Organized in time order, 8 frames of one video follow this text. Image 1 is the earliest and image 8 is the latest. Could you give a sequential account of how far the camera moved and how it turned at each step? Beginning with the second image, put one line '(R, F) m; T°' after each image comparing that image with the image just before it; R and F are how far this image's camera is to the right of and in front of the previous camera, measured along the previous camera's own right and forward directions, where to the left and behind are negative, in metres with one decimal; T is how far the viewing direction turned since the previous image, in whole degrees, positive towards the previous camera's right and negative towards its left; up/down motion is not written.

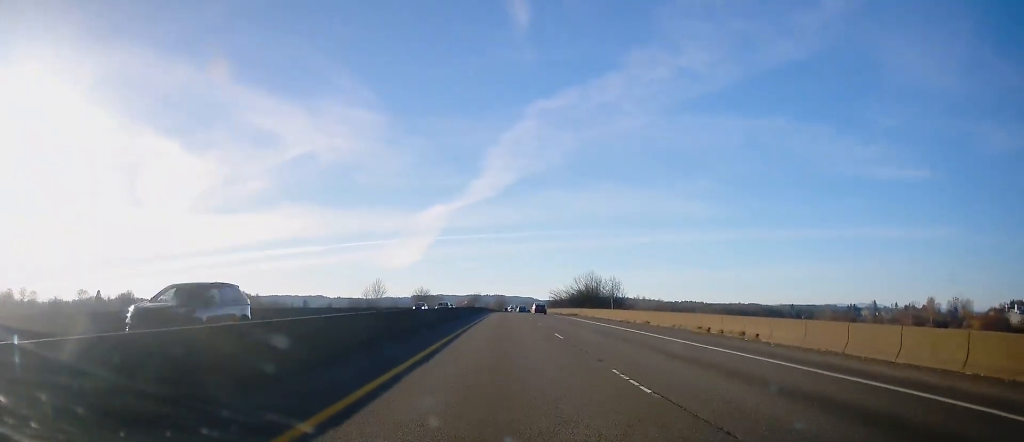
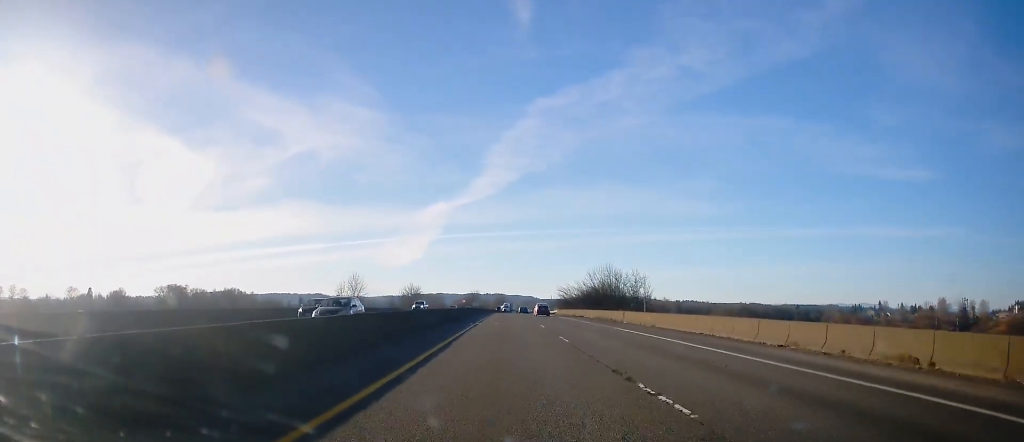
(+0.1, +25.6) m; 0°
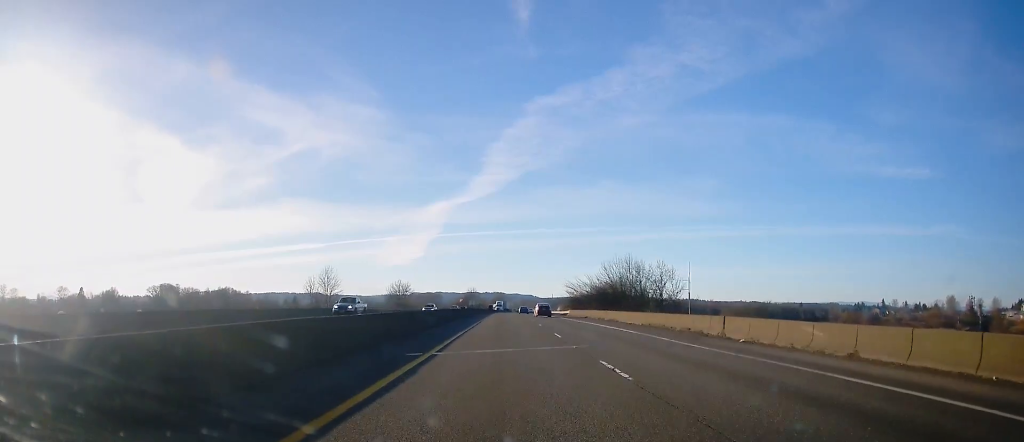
(+0.1, +21.1) m; 0°
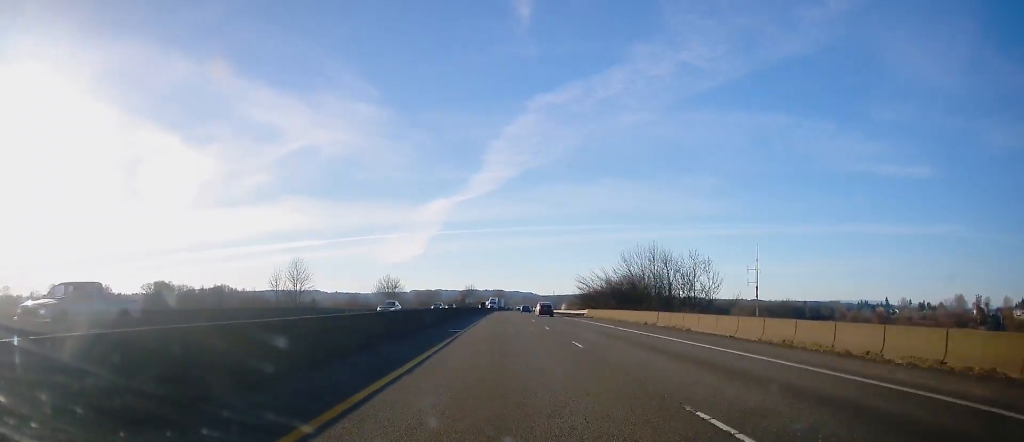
(+0.2, +17.9) m; 0°
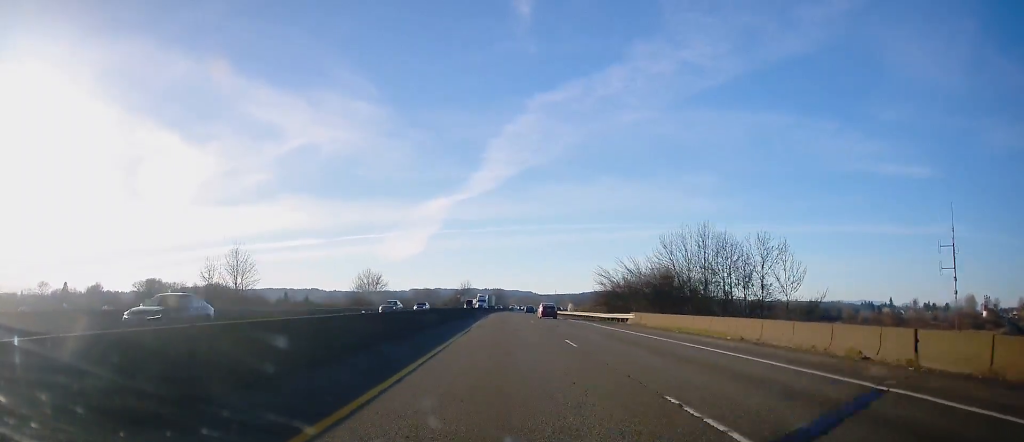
(-0.1, +23.4) m; -1°
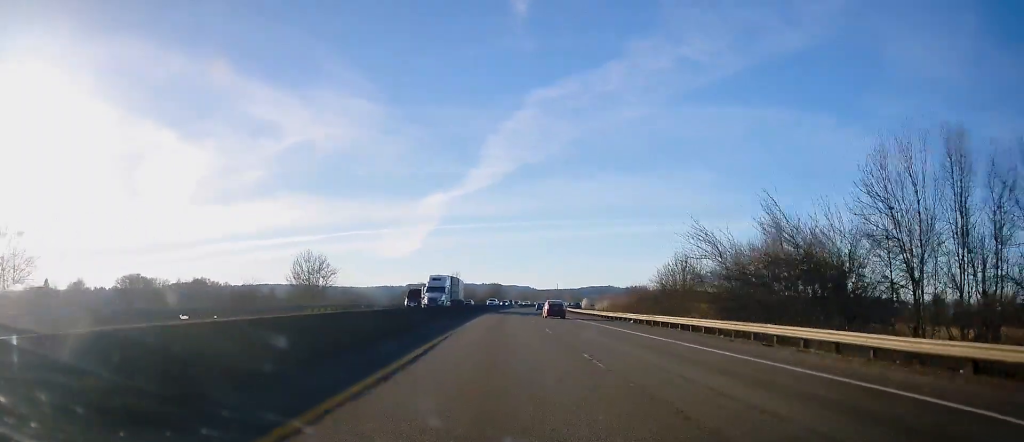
(-0.7, +42.2) m; 0°
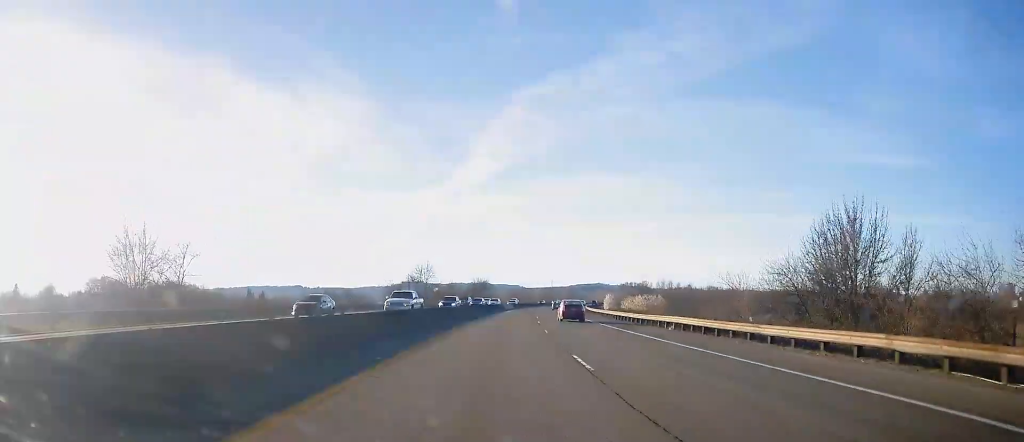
(+1.2, +48.9) m; +2°
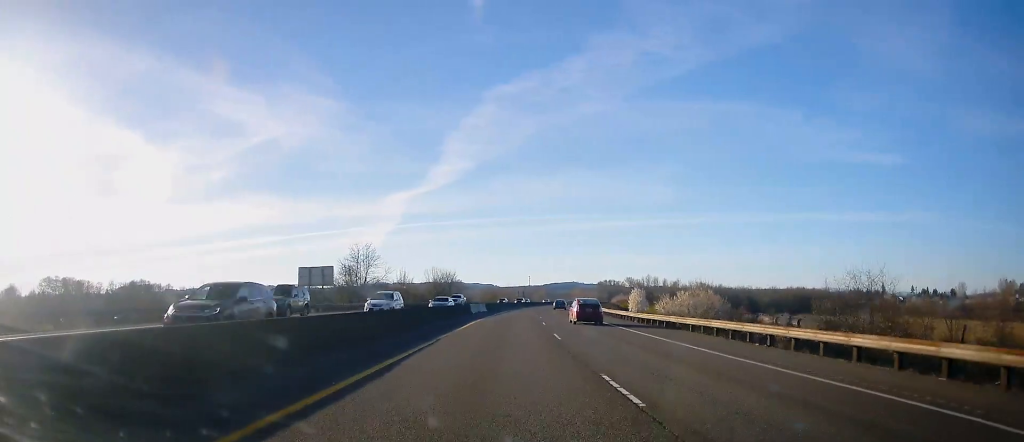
(+0.4, +40.0) m; +2°
